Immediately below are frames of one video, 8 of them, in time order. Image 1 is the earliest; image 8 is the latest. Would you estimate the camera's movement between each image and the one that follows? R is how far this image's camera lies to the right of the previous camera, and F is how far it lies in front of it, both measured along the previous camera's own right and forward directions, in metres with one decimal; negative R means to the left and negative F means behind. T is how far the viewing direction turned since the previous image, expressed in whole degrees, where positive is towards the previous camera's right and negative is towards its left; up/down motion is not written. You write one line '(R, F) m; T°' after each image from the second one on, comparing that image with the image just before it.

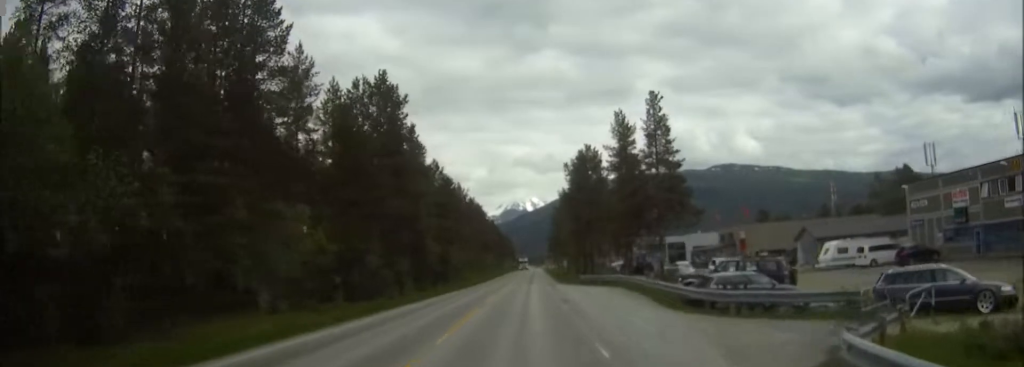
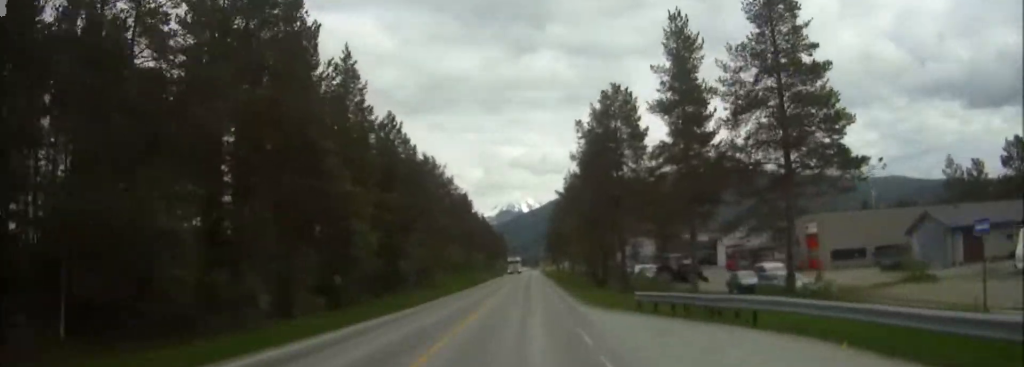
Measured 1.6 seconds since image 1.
(+0.3, +29.5) m; 0°
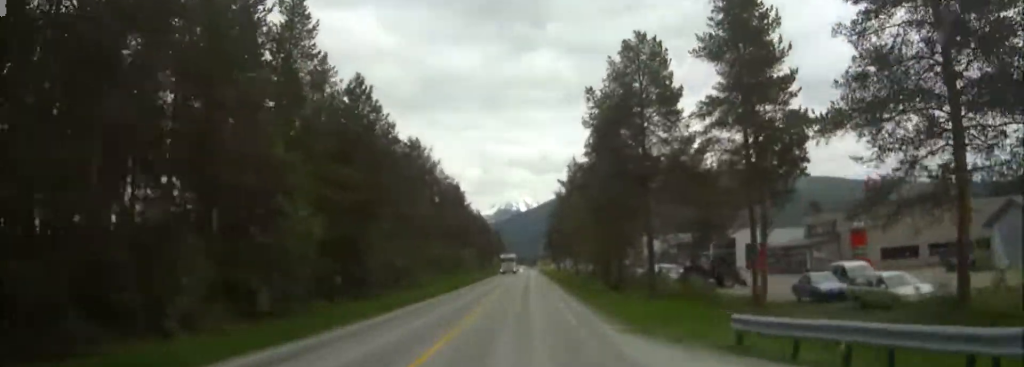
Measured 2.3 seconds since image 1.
(-0.1, +12.9) m; 0°
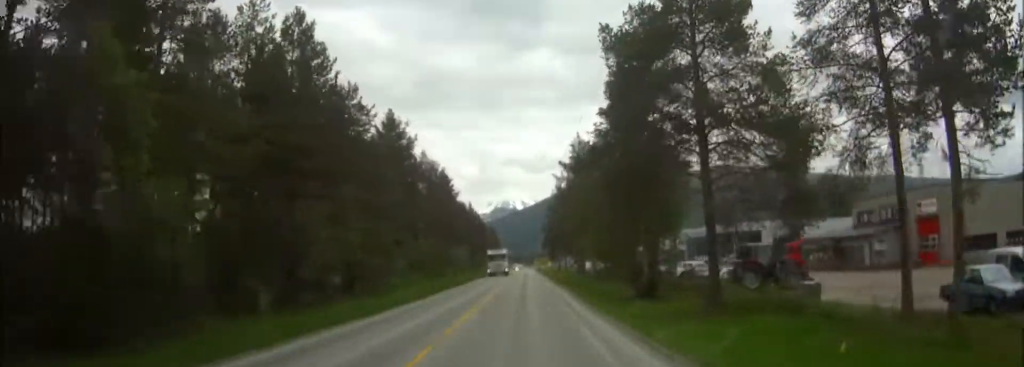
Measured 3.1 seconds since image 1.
(0.0, +14.7) m; 0°
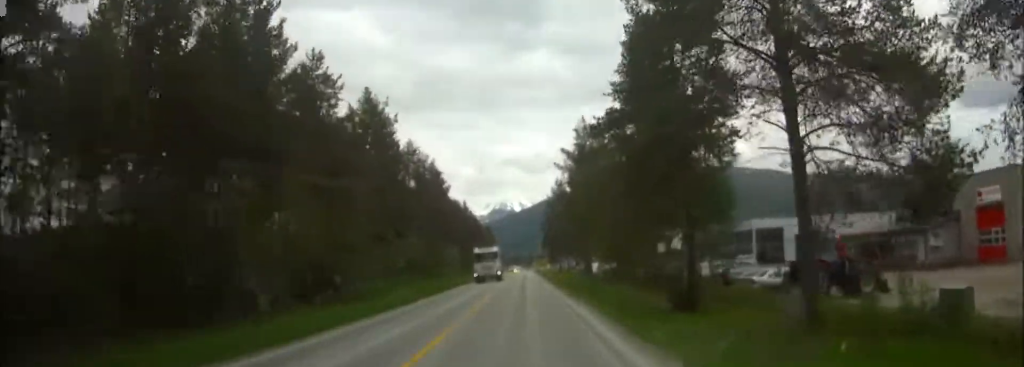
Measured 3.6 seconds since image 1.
(0.0, +9.8) m; 0°
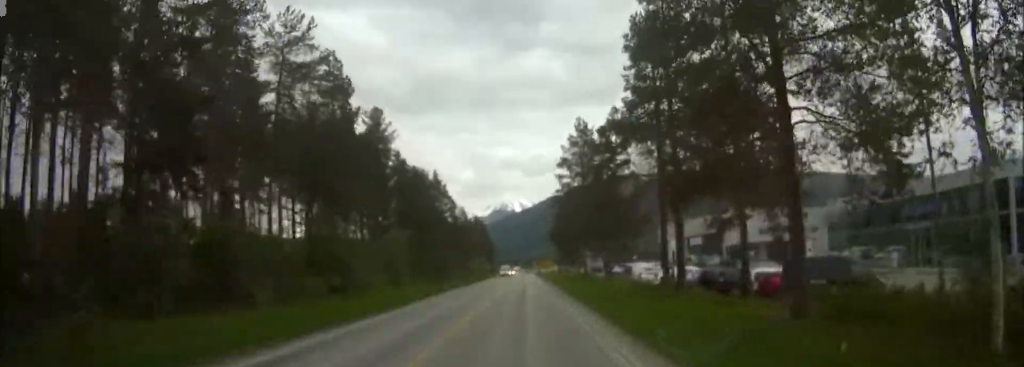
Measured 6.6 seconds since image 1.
(-0.4, +53.0) m; 0°
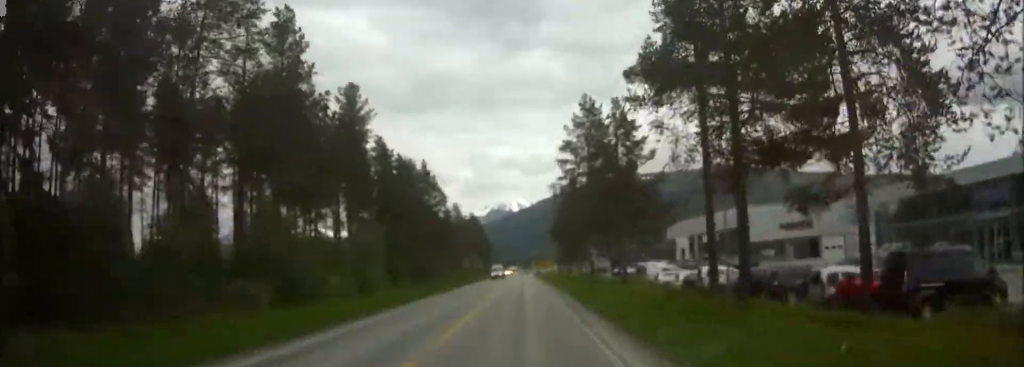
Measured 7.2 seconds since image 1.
(+0.1, +9.9) m; 0°
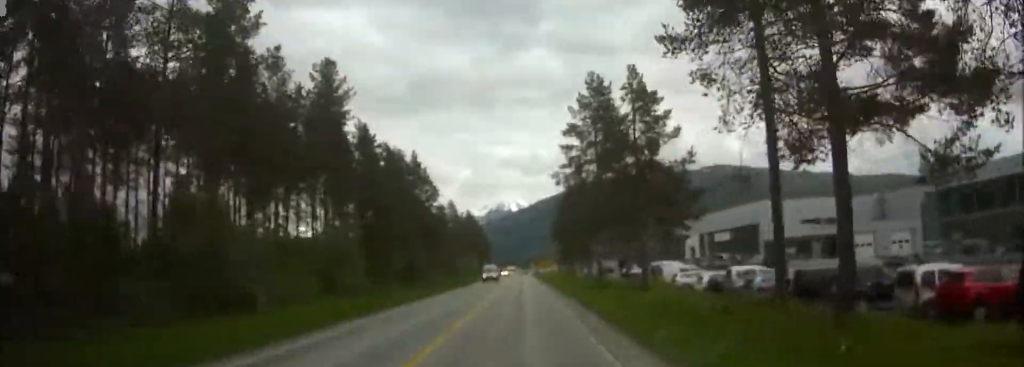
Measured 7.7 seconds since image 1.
(0.0, +7.7) m; 0°
